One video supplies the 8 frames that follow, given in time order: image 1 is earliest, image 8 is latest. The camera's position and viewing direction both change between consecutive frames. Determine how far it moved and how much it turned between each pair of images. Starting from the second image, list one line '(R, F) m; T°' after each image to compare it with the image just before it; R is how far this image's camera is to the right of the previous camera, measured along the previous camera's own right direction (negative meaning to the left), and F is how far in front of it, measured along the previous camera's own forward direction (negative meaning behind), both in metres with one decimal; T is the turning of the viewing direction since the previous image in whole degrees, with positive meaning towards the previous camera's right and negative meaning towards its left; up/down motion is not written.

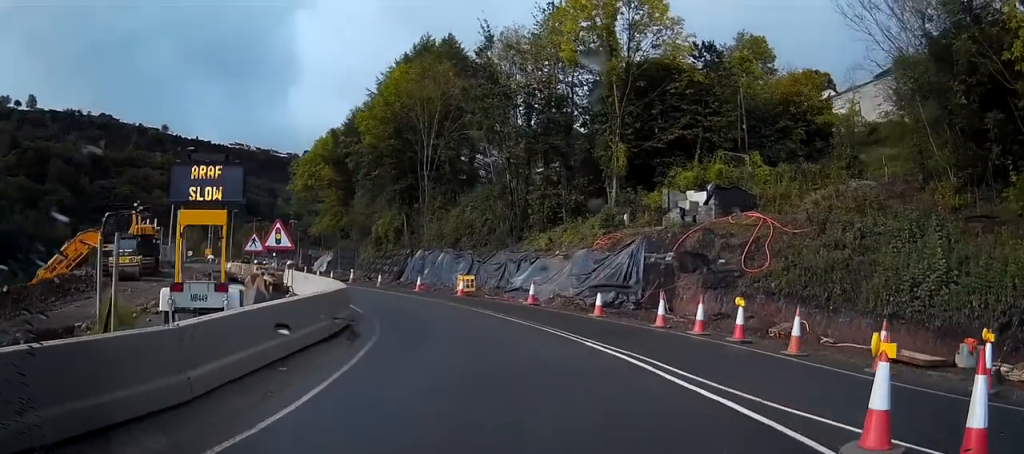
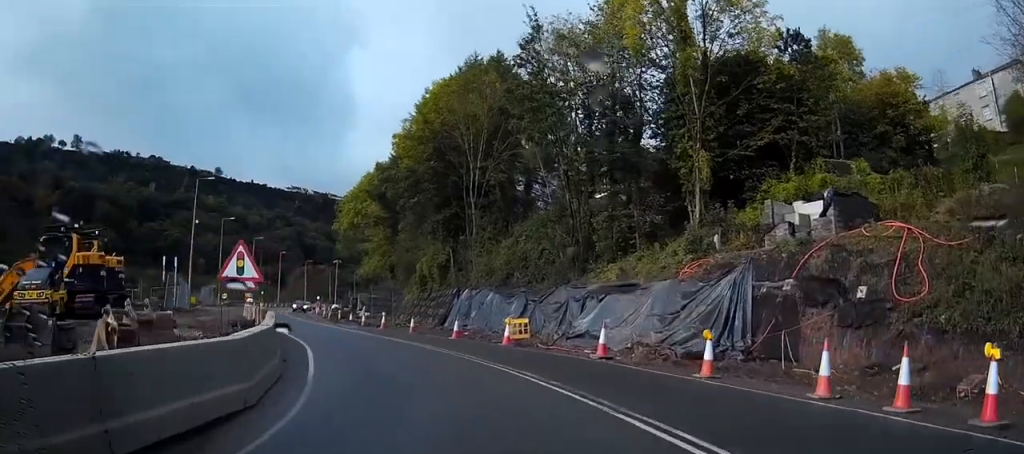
(0.0, +8.8) m; -5°
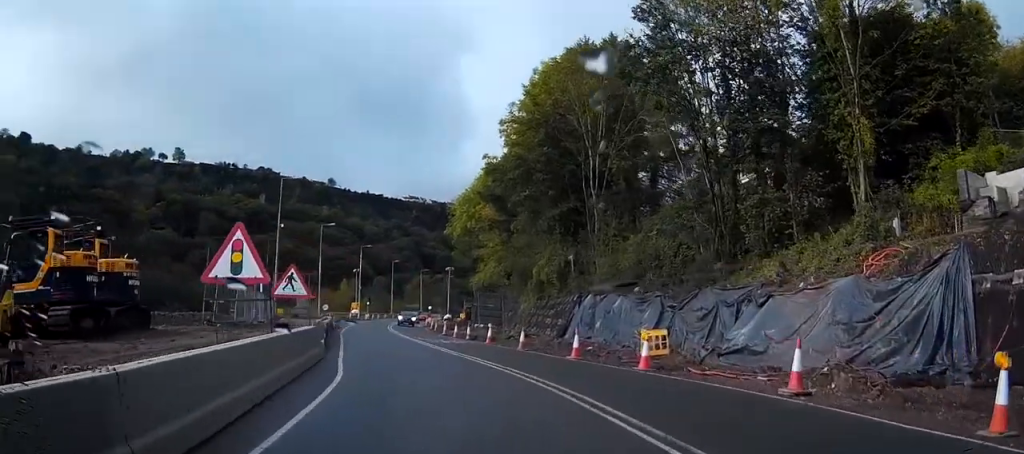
(-0.5, +7.5) m; -10°
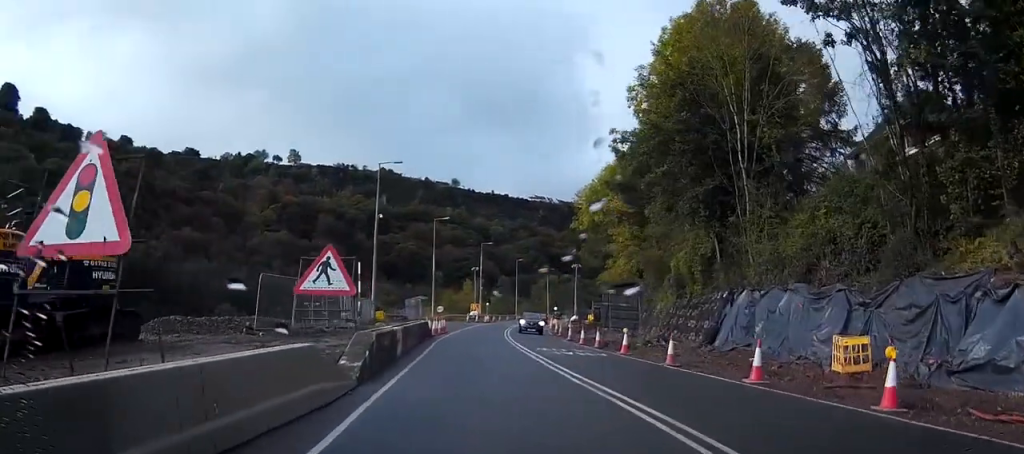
(-0.9, +8.1) m; -9°
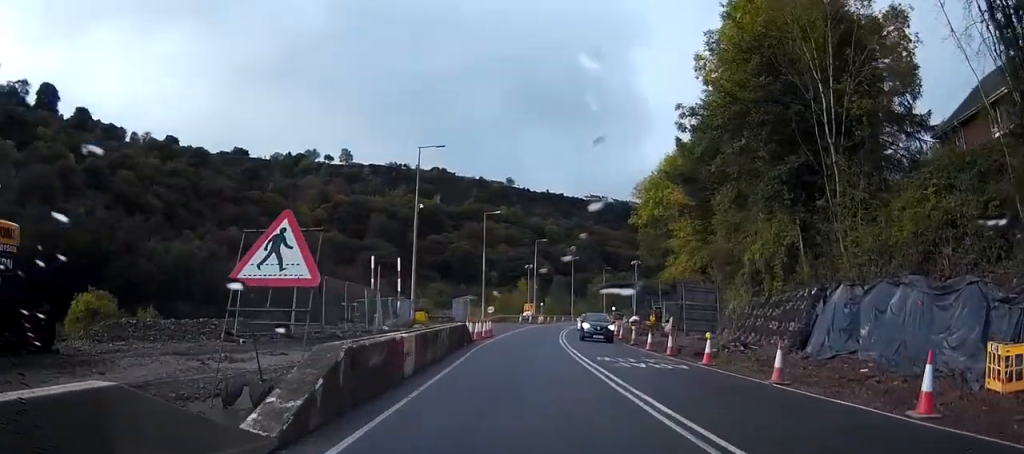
(-0.3, +5.7) m; -4°
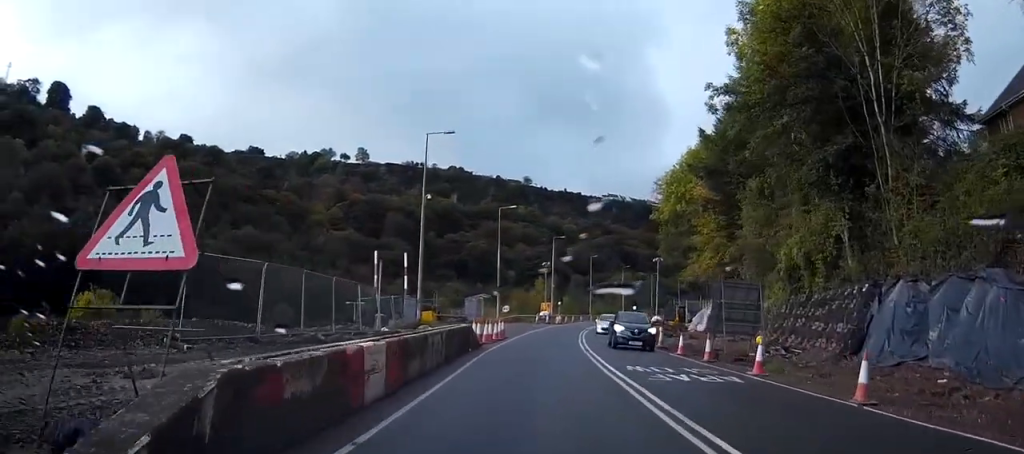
(-0.1, +3.9) m; -2°
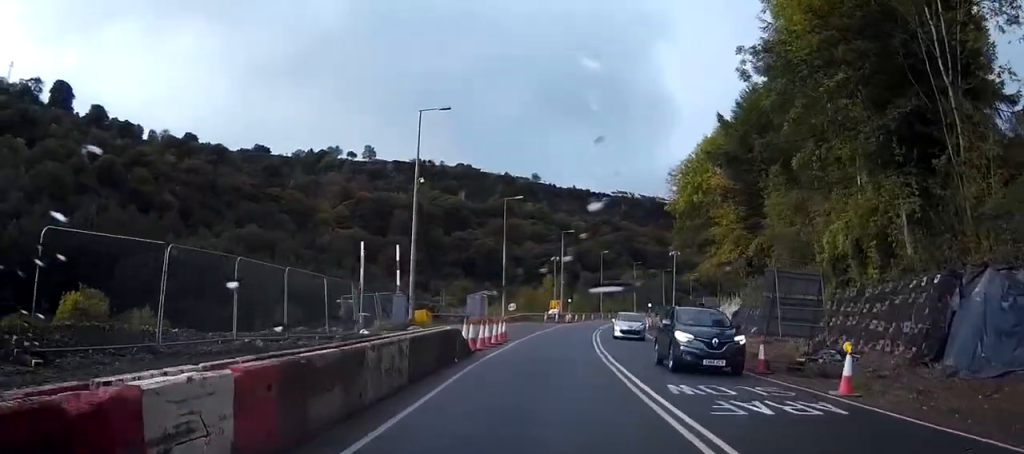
(-0.2, +5.3) m; -2°
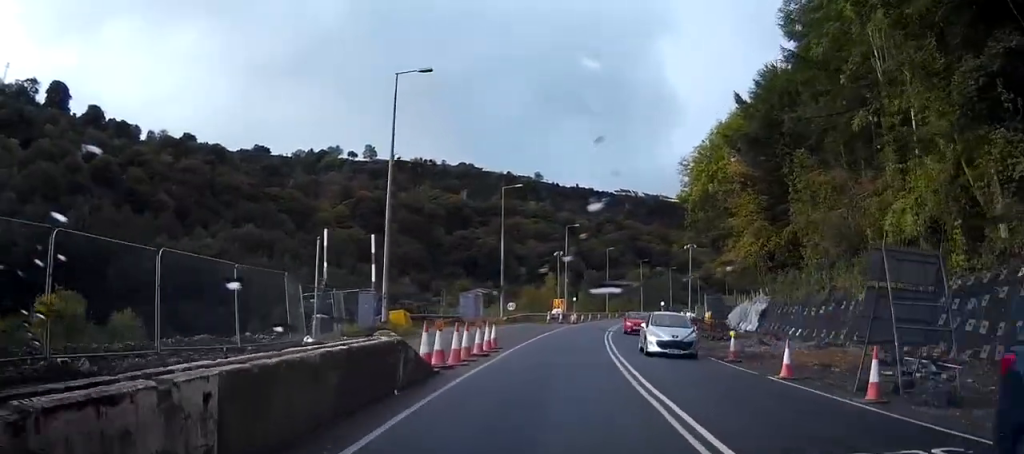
(-0.2, +6.8) m; -1°
